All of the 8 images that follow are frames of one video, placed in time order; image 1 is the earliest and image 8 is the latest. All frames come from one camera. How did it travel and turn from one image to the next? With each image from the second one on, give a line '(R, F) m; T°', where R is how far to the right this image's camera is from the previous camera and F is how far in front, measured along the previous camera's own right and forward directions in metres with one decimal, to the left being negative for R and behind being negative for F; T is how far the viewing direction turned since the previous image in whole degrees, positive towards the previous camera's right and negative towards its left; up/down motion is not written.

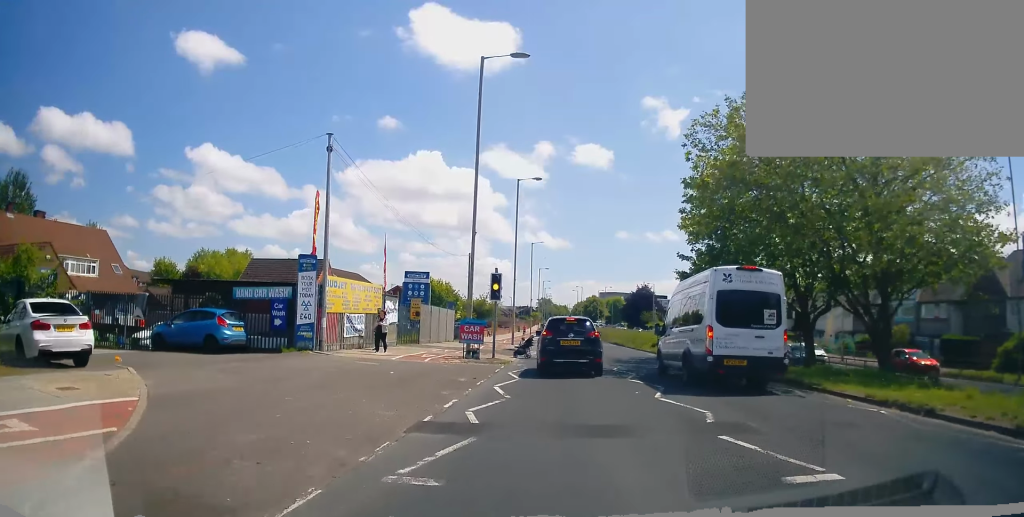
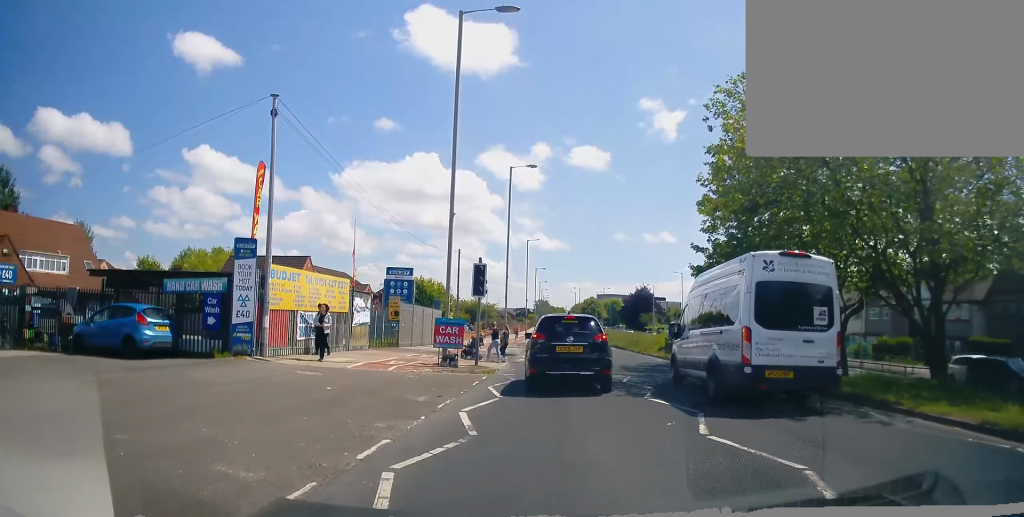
(+0.8, +3.8) m; +6°
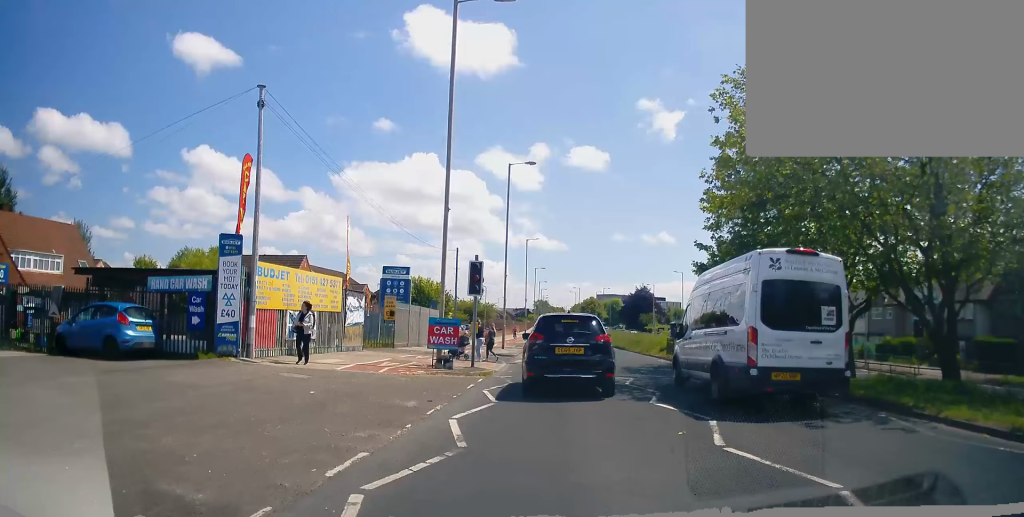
(-0.3, +0.5) m; 0°
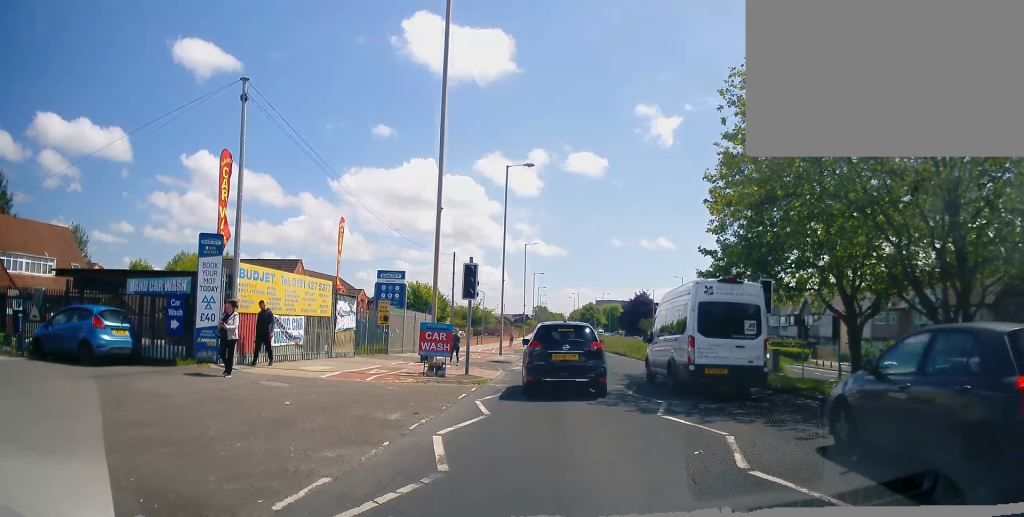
(-0.5, +1.2) m; +2°
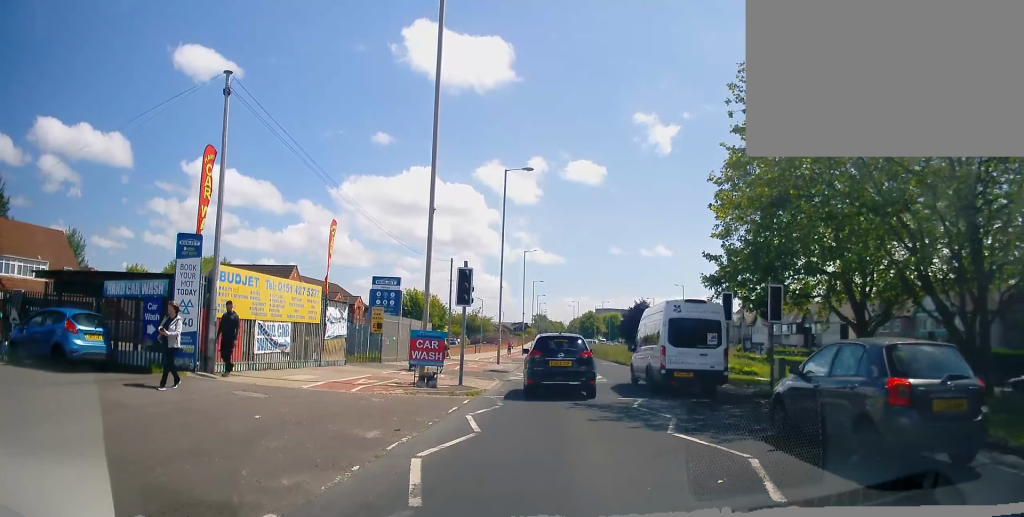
(0.0, +1.0) m; +3°
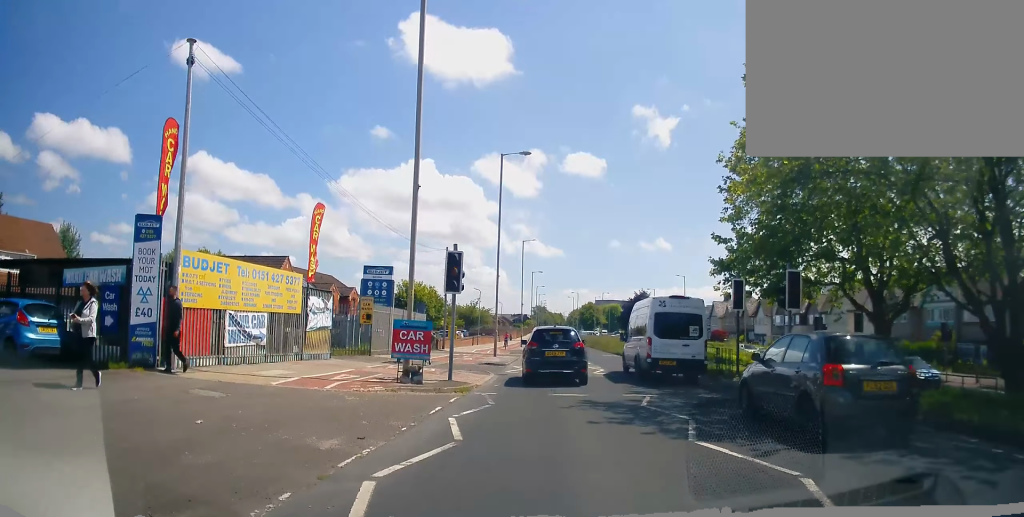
(+0.2, +1.7) m; -6°
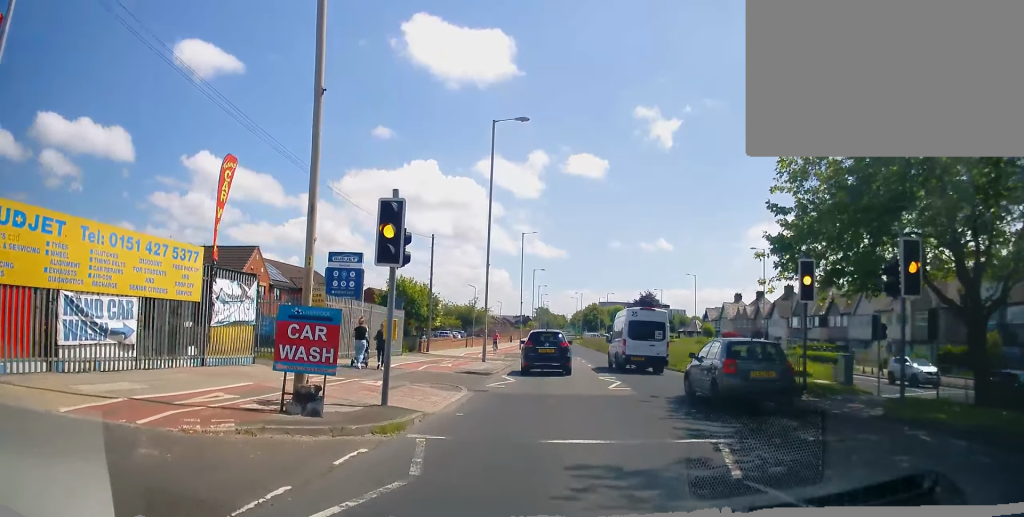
(-0.8, +6.4) m; -6°
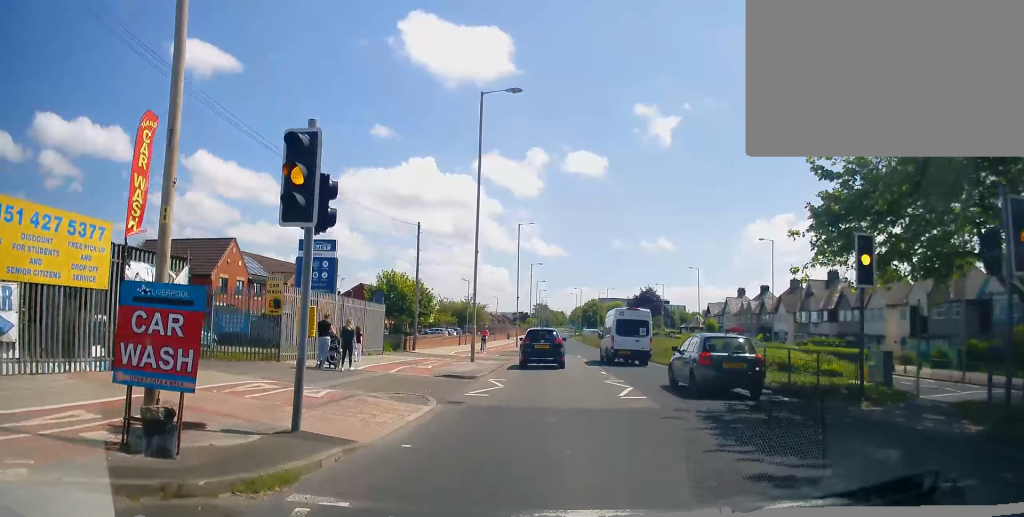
(+0.2, +3.5) m; +1°
